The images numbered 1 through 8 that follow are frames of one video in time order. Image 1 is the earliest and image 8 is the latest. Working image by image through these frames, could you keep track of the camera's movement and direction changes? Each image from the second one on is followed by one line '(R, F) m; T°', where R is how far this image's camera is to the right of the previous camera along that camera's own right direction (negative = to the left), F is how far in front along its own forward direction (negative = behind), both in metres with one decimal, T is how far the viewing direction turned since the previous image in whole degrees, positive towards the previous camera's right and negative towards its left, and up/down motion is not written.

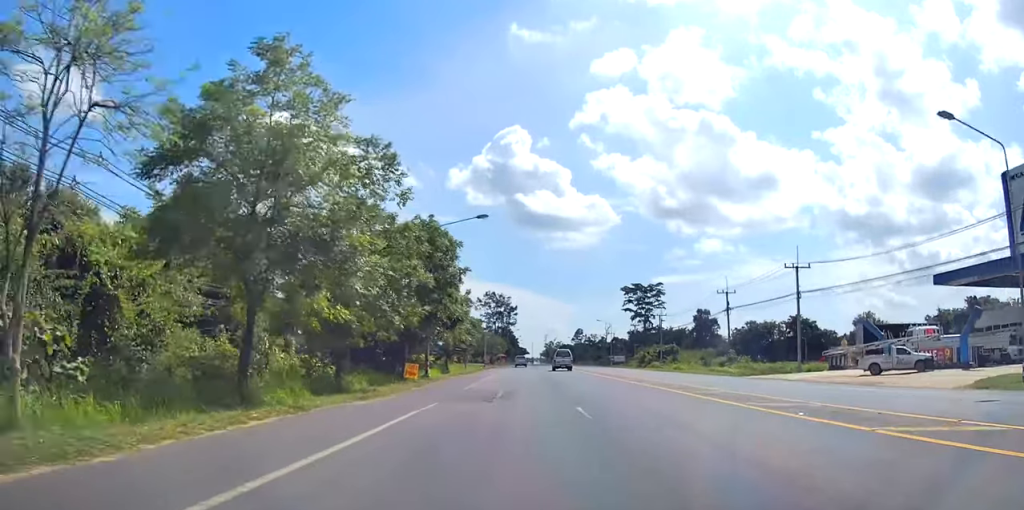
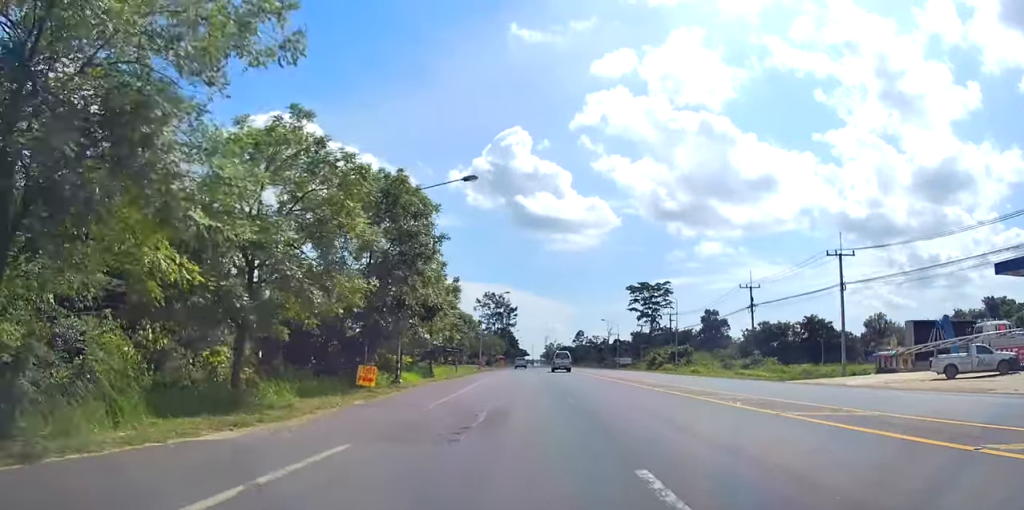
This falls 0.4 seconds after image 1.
(0.0, +8.5) m; 0°
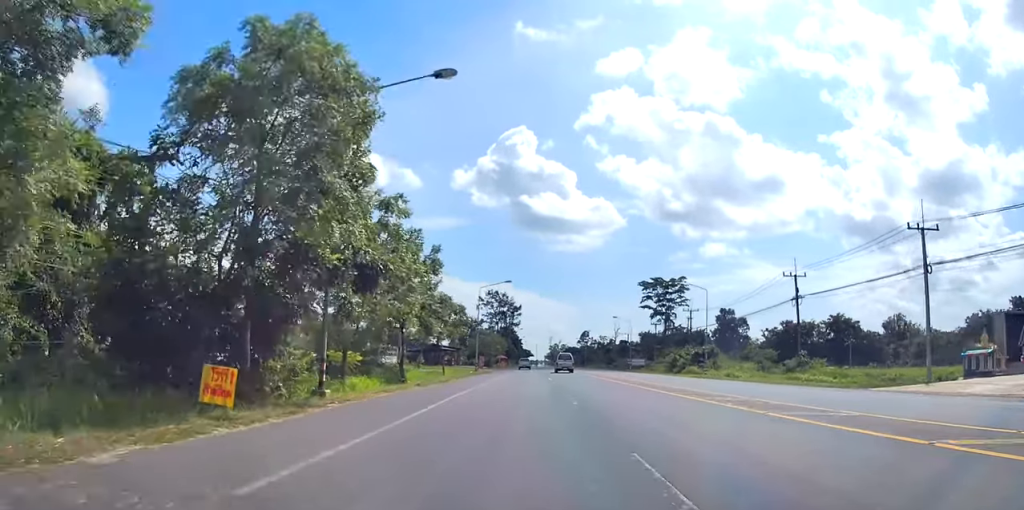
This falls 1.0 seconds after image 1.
(-0.2, +11.0) m; 0°
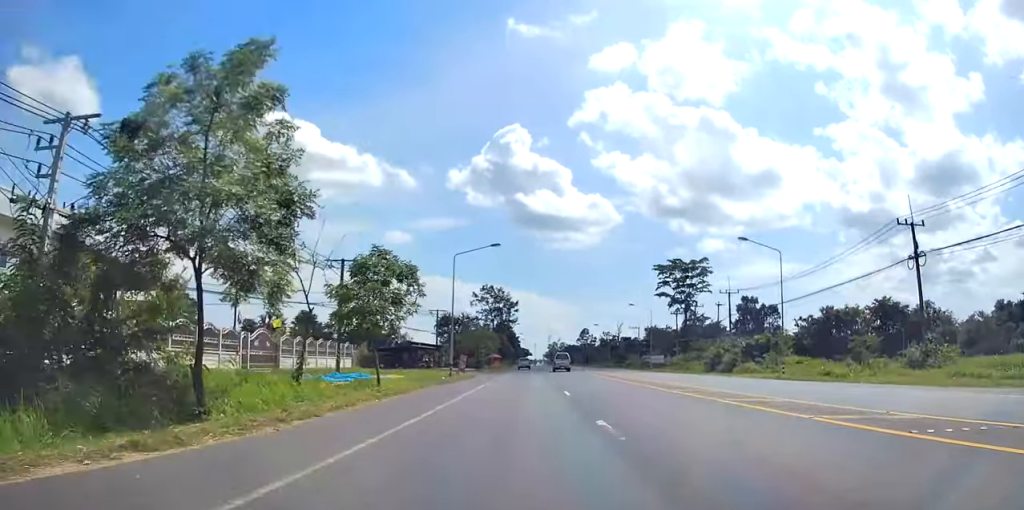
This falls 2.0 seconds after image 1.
(+0.1, +20.0) m; -1°
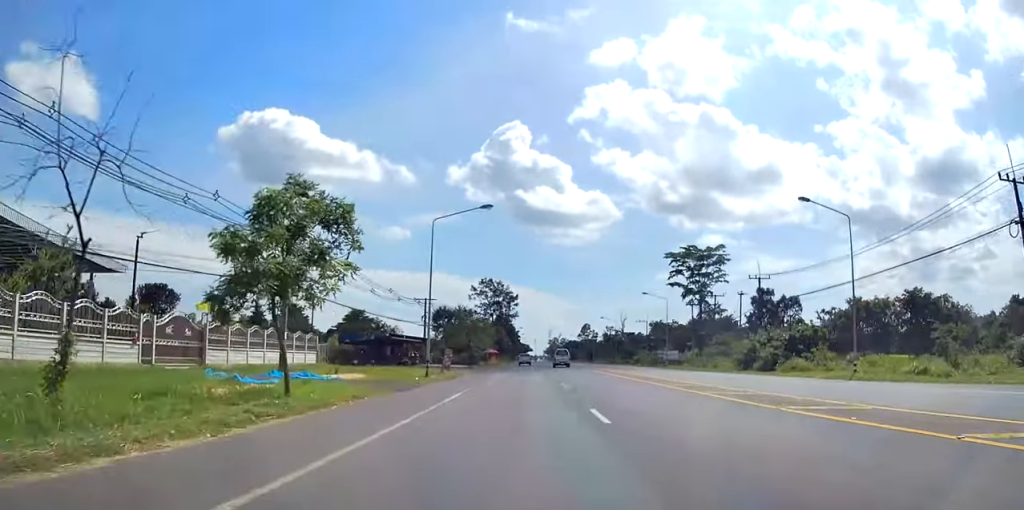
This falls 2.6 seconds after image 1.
(0.0, +10.0) m; 0°
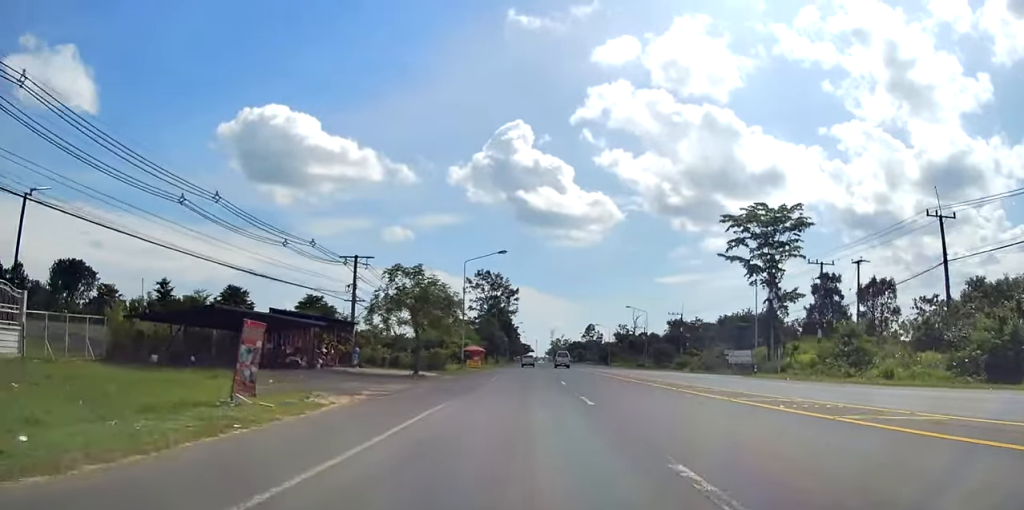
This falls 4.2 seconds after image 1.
(-0.1, +32.6) m; 0°
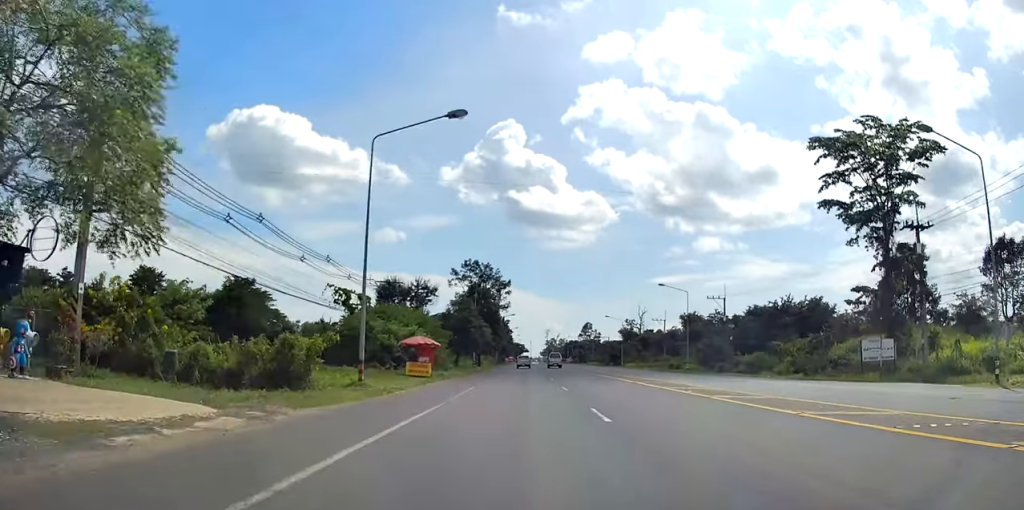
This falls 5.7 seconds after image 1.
(-0.5, +28.9) m; 0°
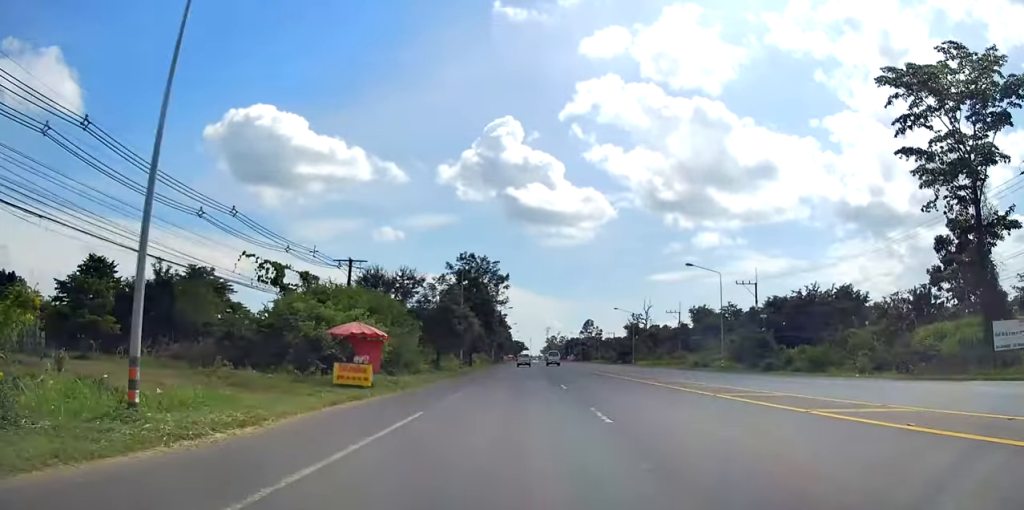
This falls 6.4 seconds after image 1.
(0.0, +12.8) m; +1°
